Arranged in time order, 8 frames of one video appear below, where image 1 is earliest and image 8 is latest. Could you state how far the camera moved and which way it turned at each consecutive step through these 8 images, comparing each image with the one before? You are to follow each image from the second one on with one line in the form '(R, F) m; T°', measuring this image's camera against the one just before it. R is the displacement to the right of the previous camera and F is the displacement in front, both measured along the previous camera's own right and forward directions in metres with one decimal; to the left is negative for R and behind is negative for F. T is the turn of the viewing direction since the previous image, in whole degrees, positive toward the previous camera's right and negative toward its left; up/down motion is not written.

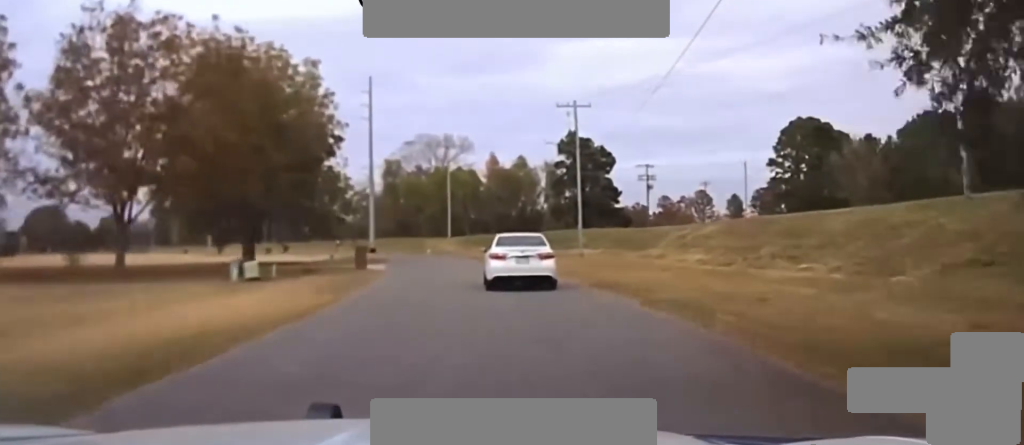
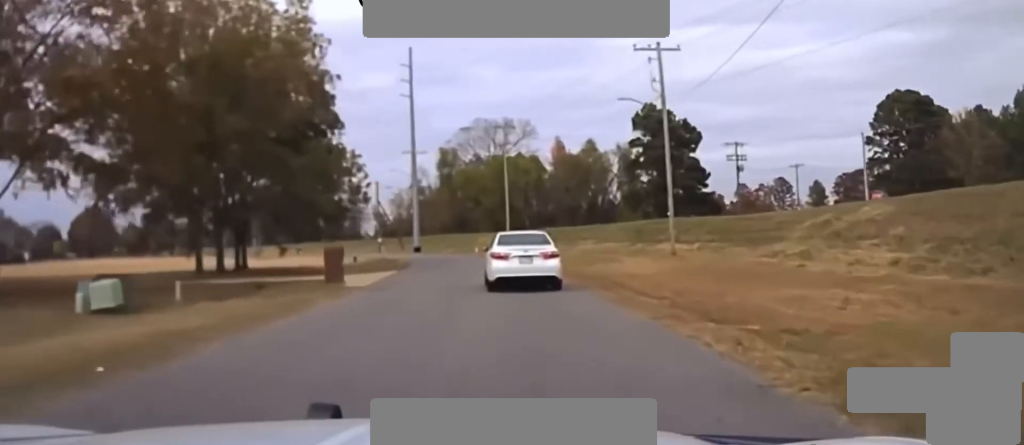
(-1.1, +19.0) m; -6°
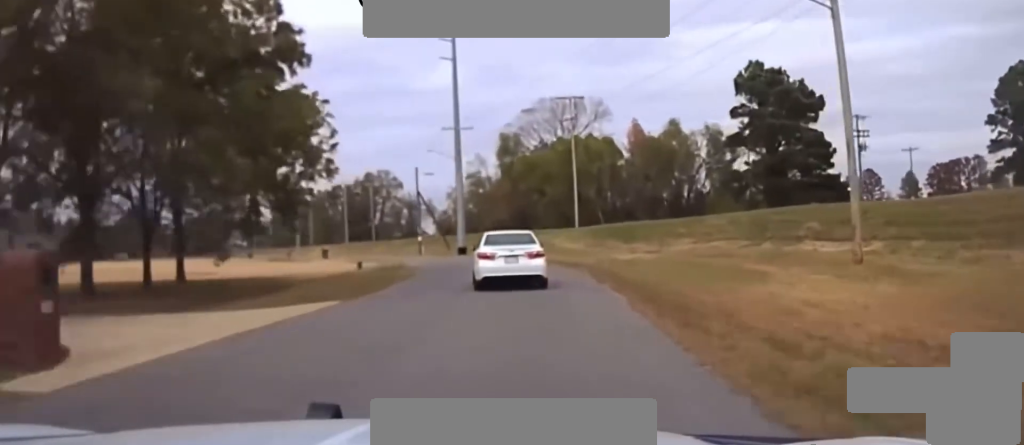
(-1.1, +22.0) m; -8°
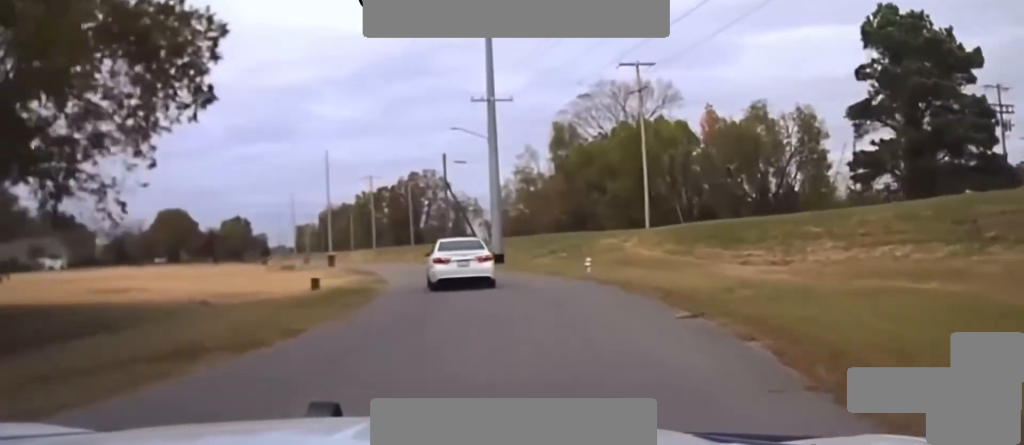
(-1.3, +20.4) m; -4°
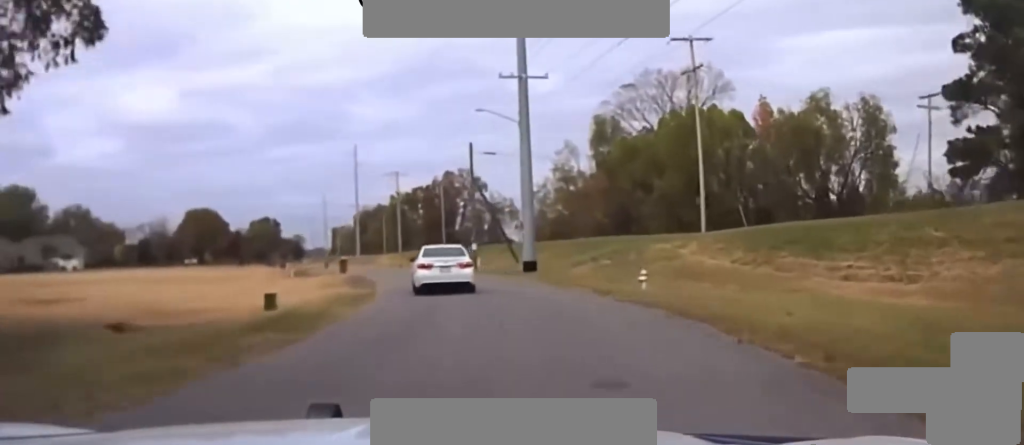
(0.0, +9.7) m; 0°
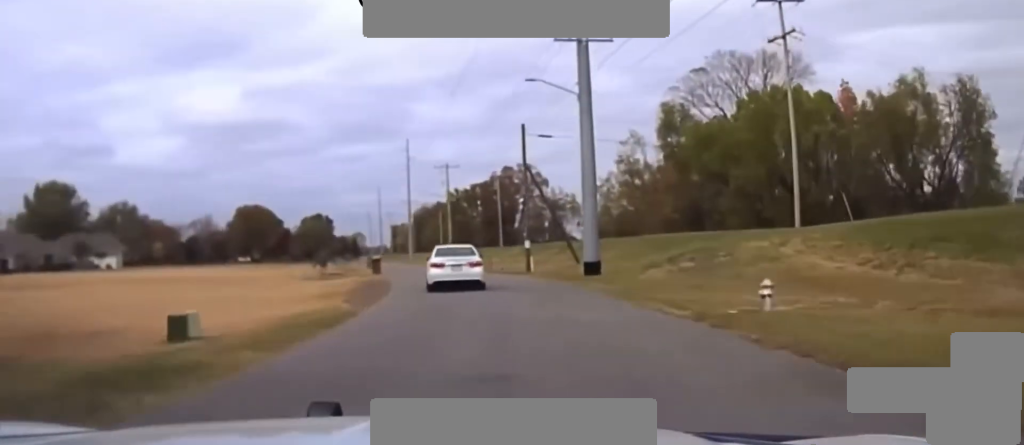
(0.0, +8.6) m; -2°
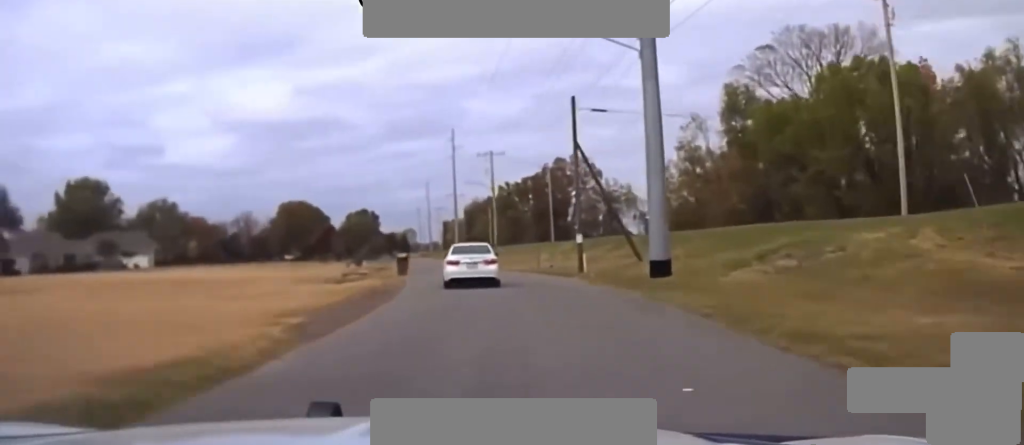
(+0.3, +8.2) m; -3°
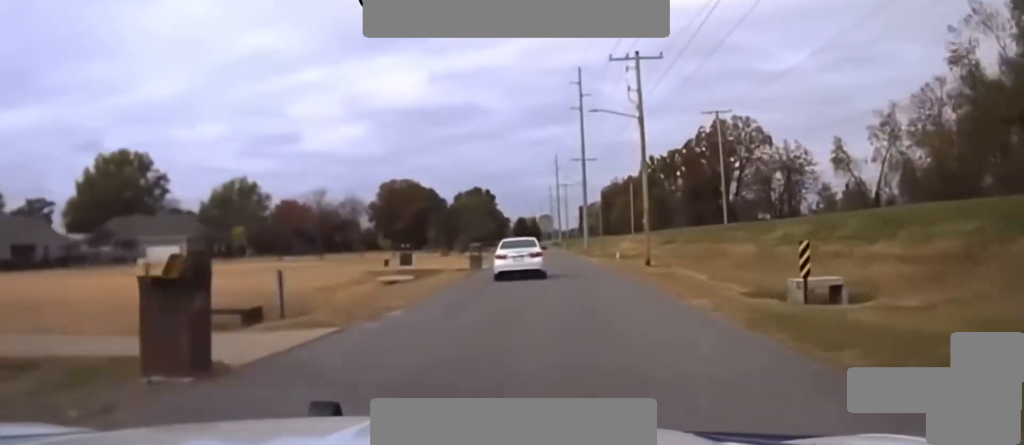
(-3.7, +40.8) m; -10°
